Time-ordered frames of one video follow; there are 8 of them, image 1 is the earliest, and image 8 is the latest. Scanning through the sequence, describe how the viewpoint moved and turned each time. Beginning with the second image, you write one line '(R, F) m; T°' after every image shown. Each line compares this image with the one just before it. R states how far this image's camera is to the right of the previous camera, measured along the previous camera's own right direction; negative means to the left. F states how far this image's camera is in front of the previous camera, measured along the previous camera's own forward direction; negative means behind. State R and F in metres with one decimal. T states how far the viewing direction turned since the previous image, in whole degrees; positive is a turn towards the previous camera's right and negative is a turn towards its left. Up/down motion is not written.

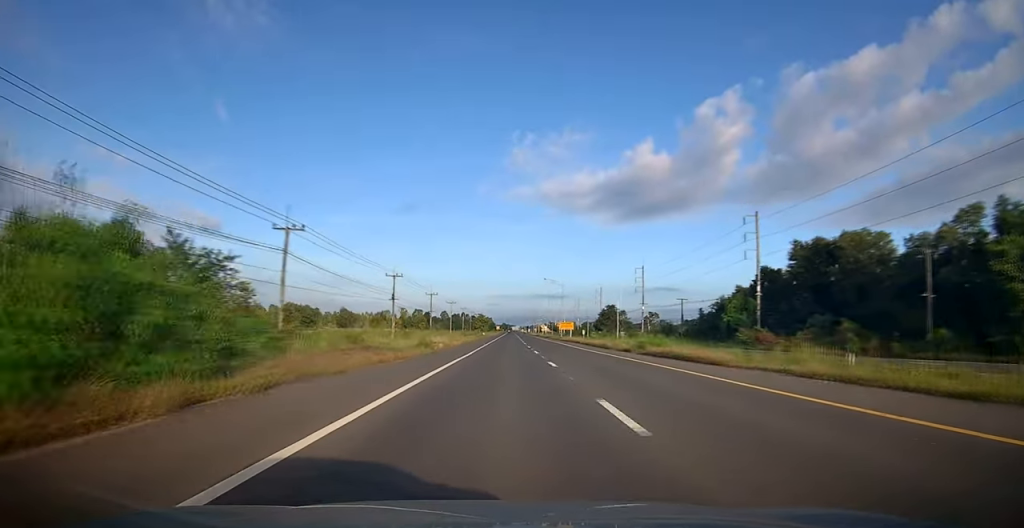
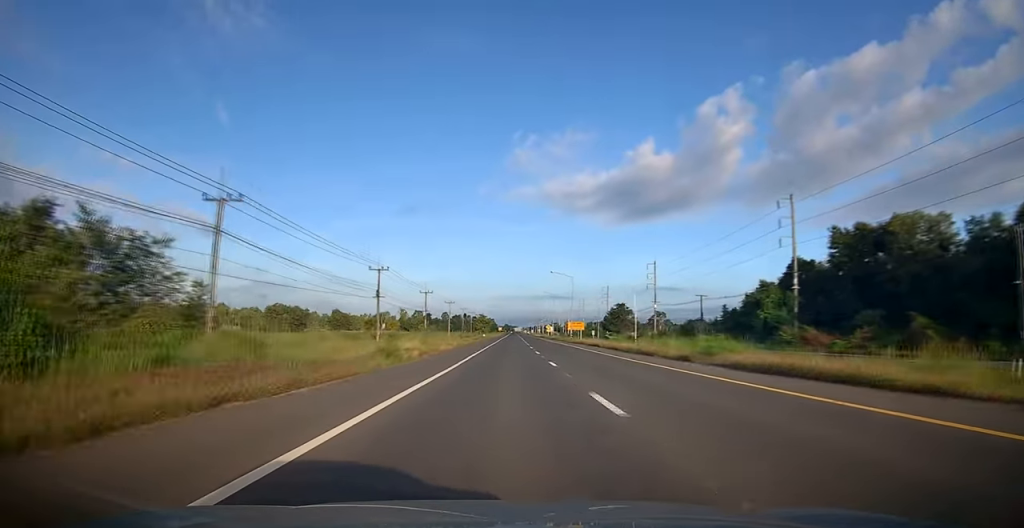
(-0.1, +10.8) m; 0°
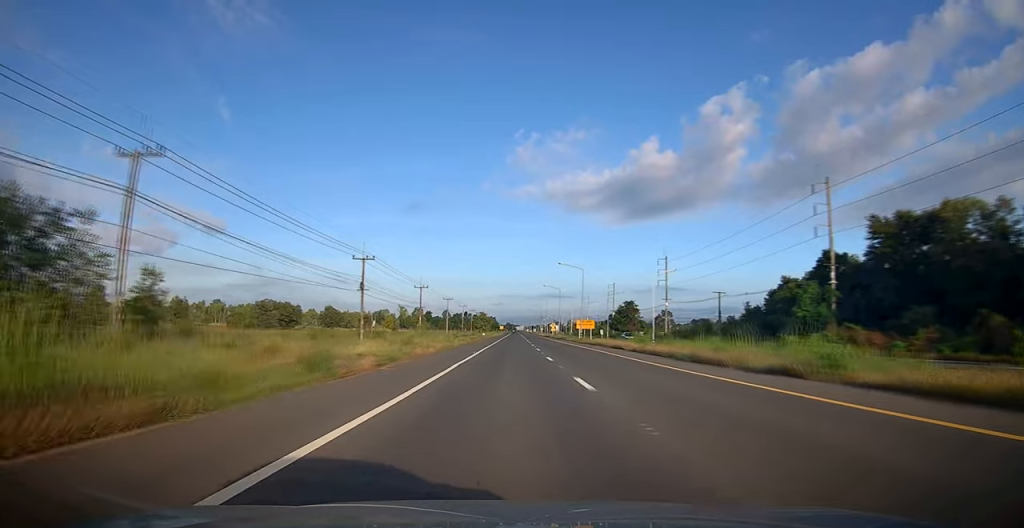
(-0.2, +8.7) m; 0°
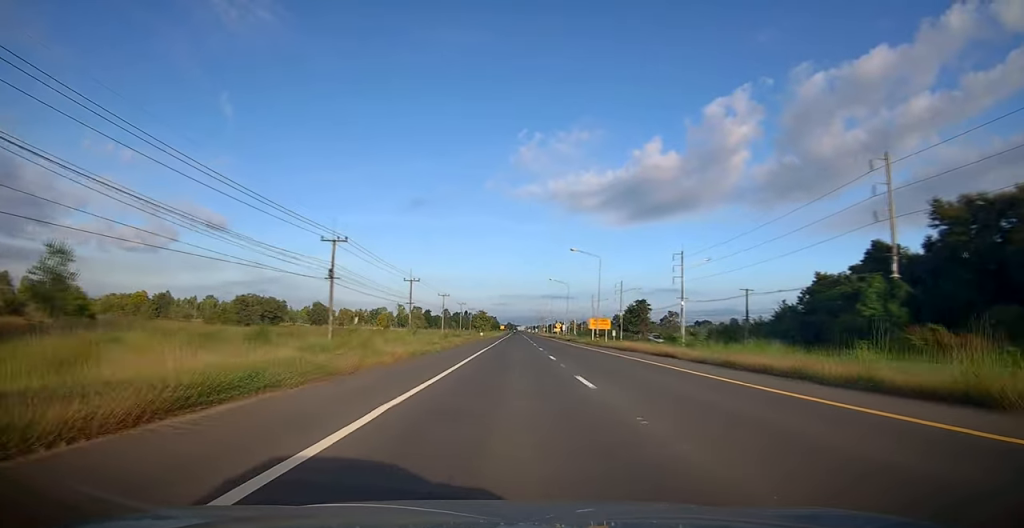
(+0.1, +11.5) m; 0°
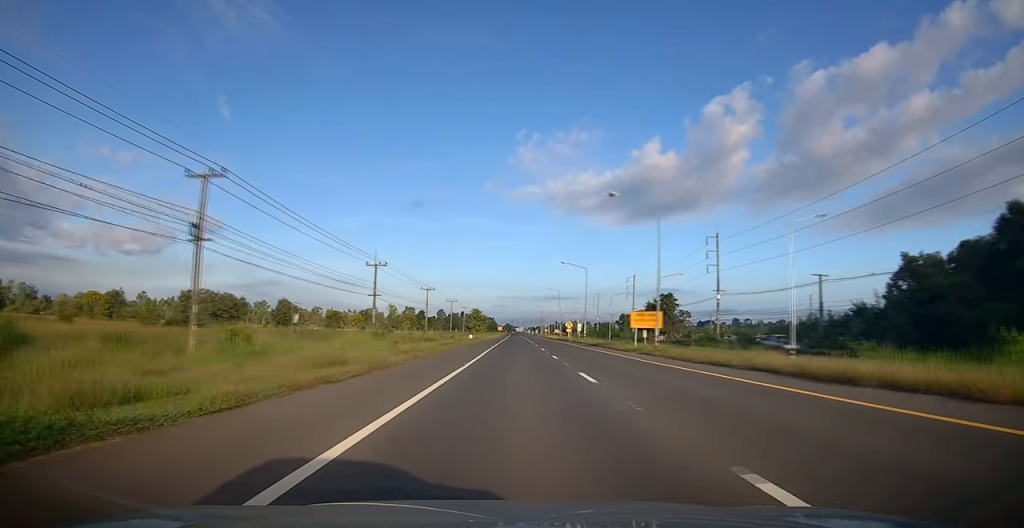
(-0.1, +23.1) m; 0°
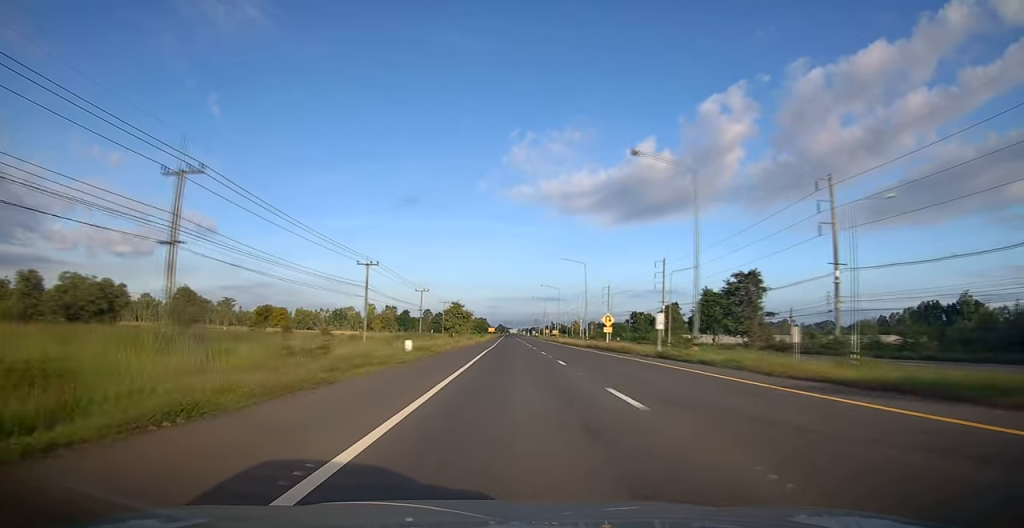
(+1.0, +40.9) m; +1°
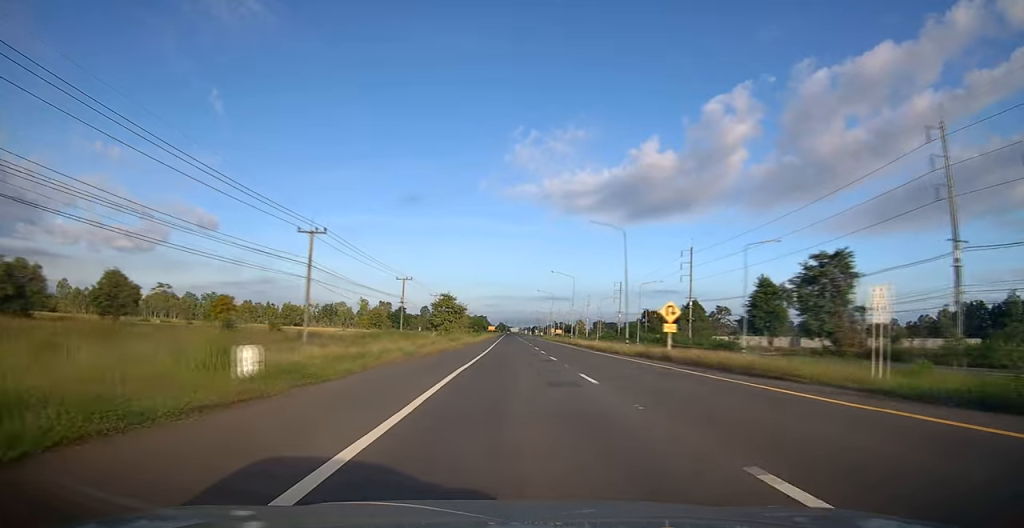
(-0.4, +19.5) m; 0°
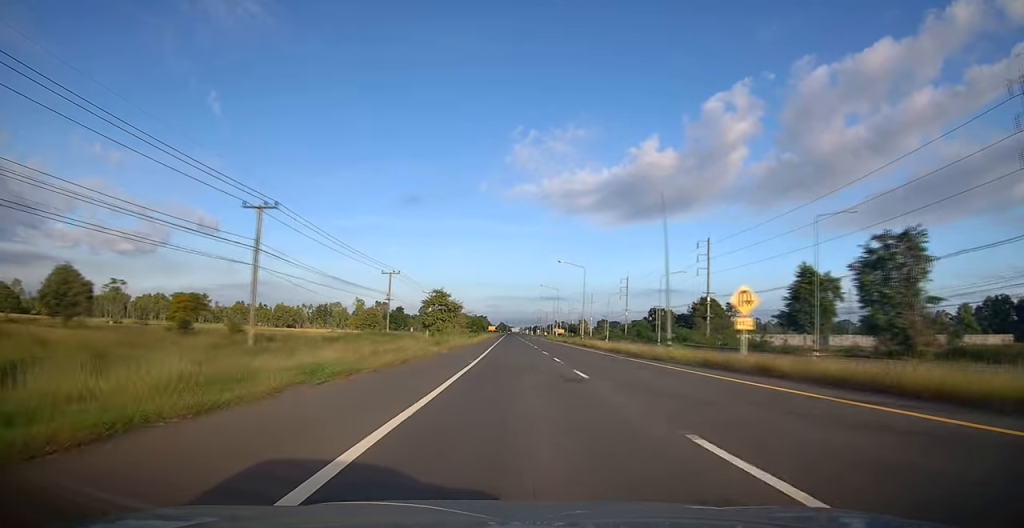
(+0.2, +10.1) m; +1°
